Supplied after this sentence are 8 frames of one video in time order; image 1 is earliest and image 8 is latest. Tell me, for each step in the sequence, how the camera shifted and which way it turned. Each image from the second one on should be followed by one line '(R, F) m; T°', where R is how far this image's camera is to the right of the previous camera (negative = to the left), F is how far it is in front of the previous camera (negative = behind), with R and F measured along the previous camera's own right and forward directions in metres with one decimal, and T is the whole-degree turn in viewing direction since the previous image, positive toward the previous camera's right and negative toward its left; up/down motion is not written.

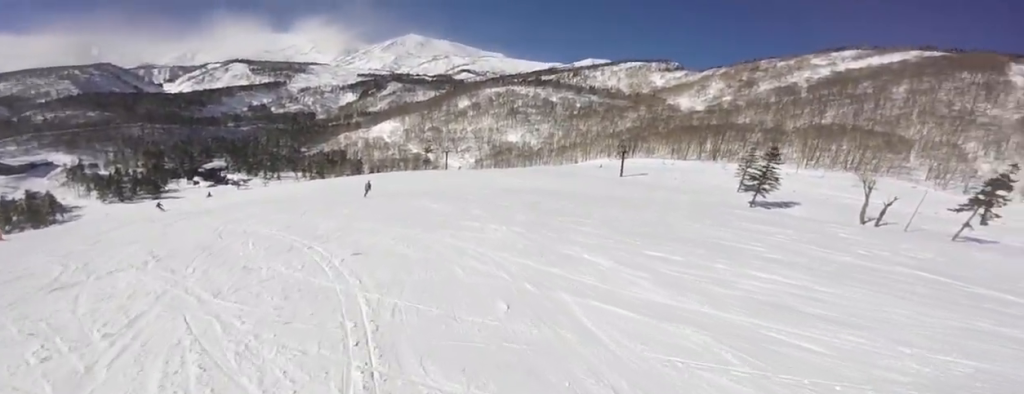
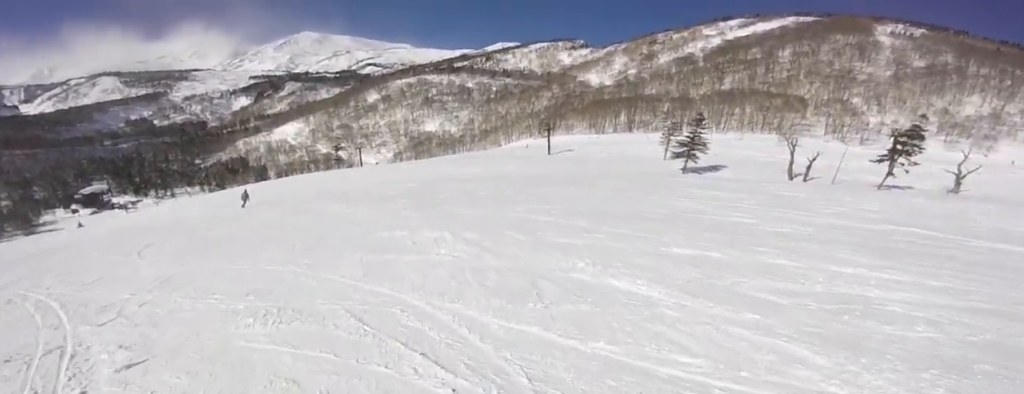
(+0.2, +4.8) m; +7°
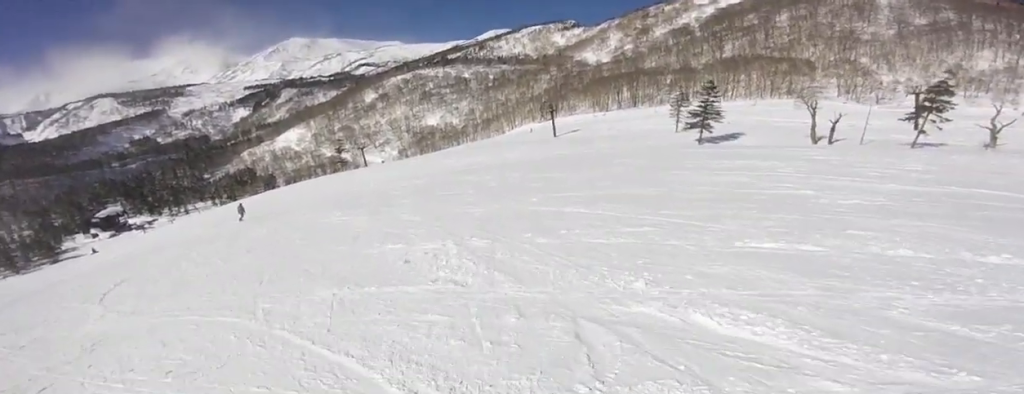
(+0.1, +2.2) m; +3°
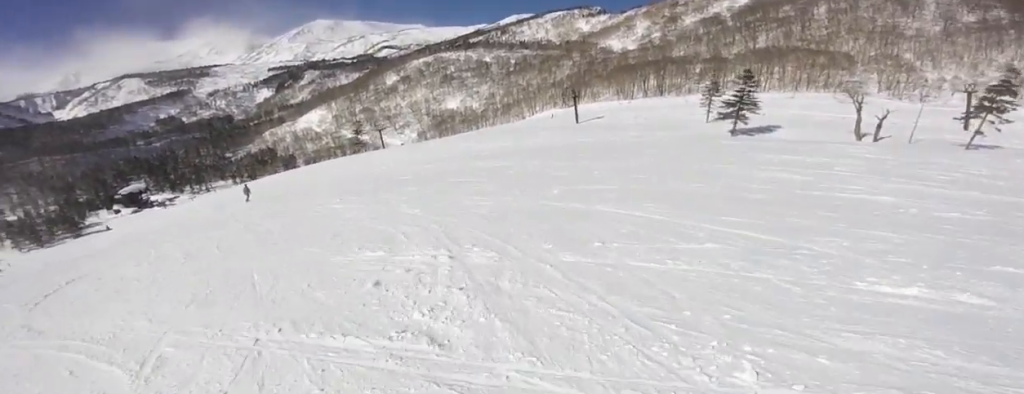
(+0.1, +2.2) m; 0°
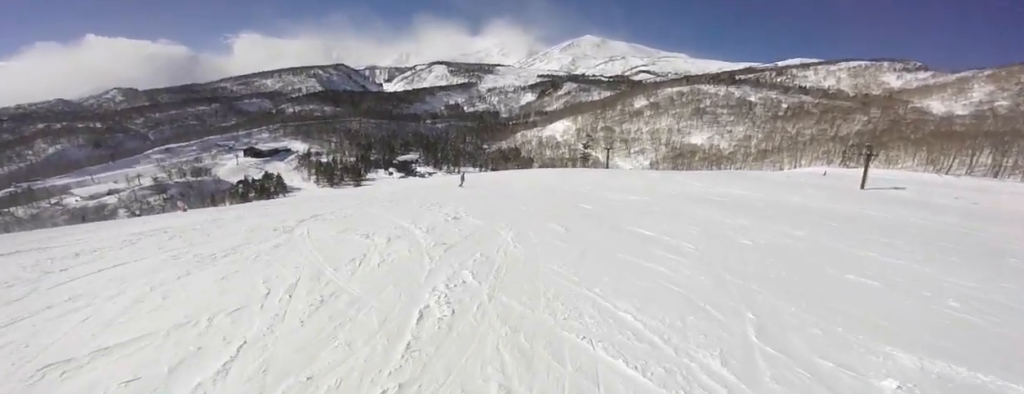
(-0.9, +8.7) m; -14°
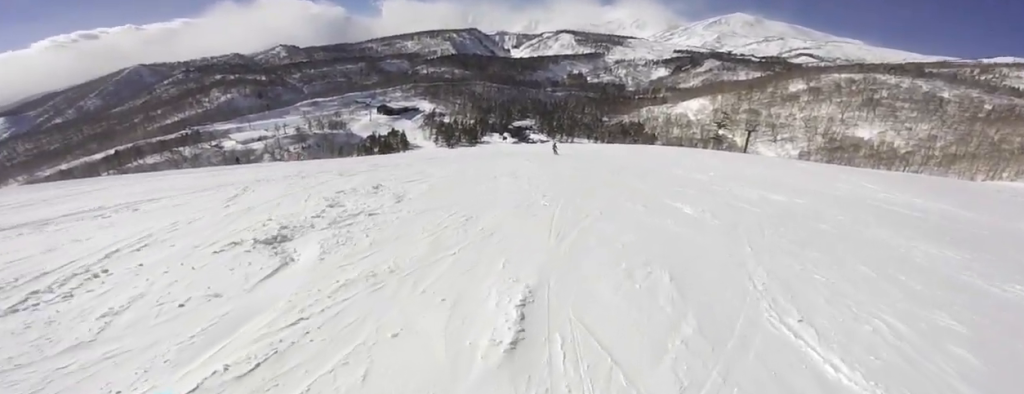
(-1.4, +8.4) m; -31°
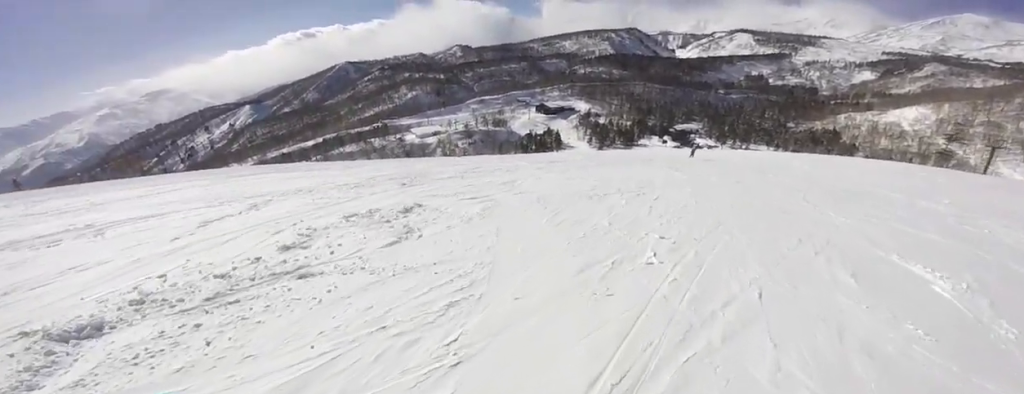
(-0.7, +3.2) m; -25°
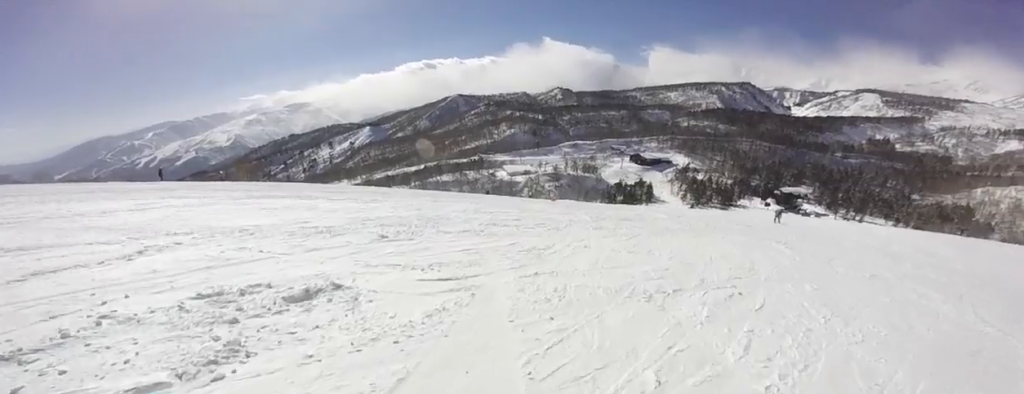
(-0.6, +3.1) m; -17°
